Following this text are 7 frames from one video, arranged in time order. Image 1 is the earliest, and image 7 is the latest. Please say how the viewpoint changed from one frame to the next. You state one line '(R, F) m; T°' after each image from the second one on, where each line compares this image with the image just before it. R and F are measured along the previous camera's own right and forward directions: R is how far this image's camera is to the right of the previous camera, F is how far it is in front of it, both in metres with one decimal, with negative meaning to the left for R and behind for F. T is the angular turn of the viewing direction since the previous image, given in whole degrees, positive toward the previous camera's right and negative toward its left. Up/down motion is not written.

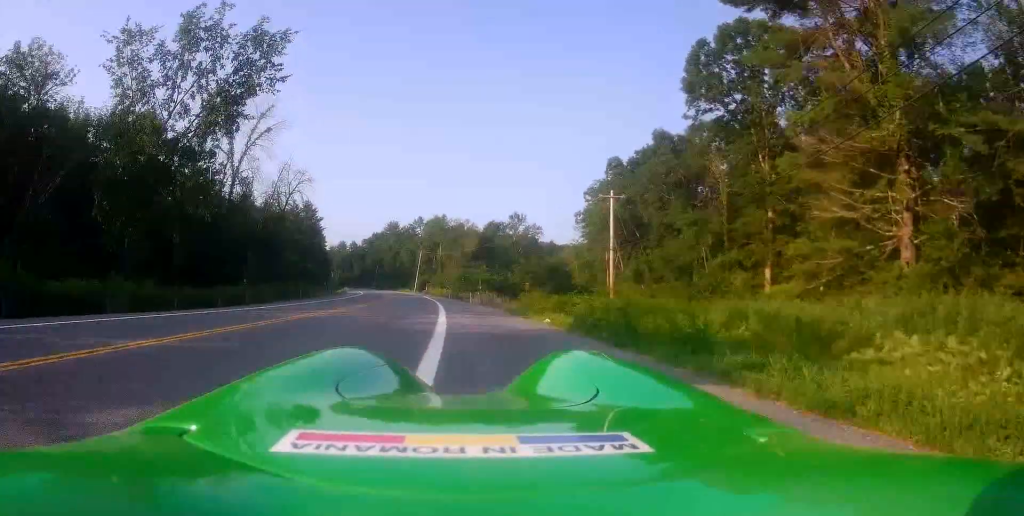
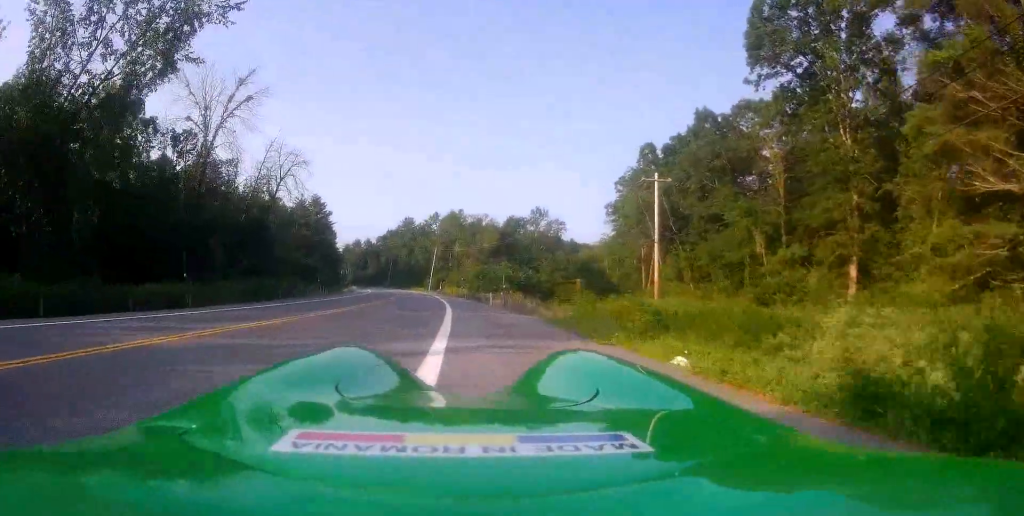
(-0.1, +8.3) m; -2°
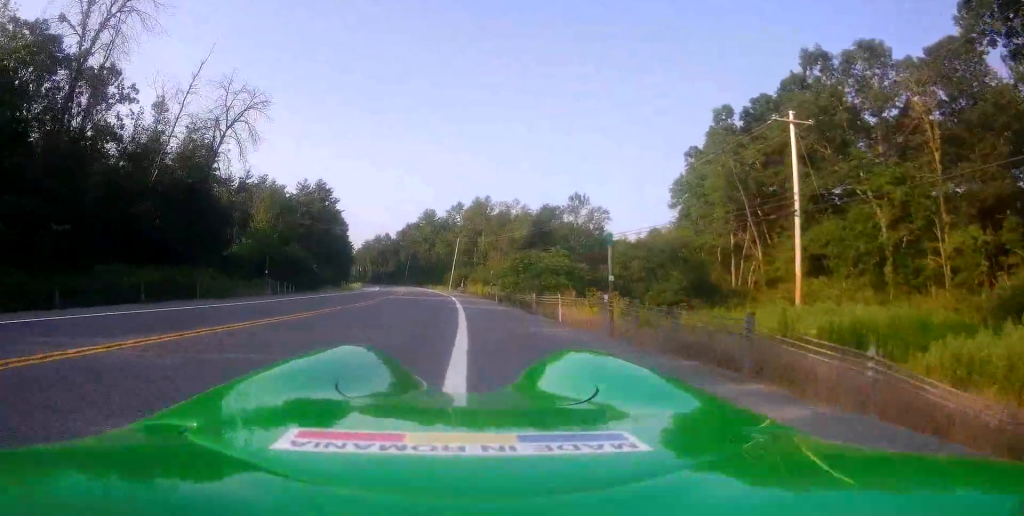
(-0.6, +18.0) m; -3°
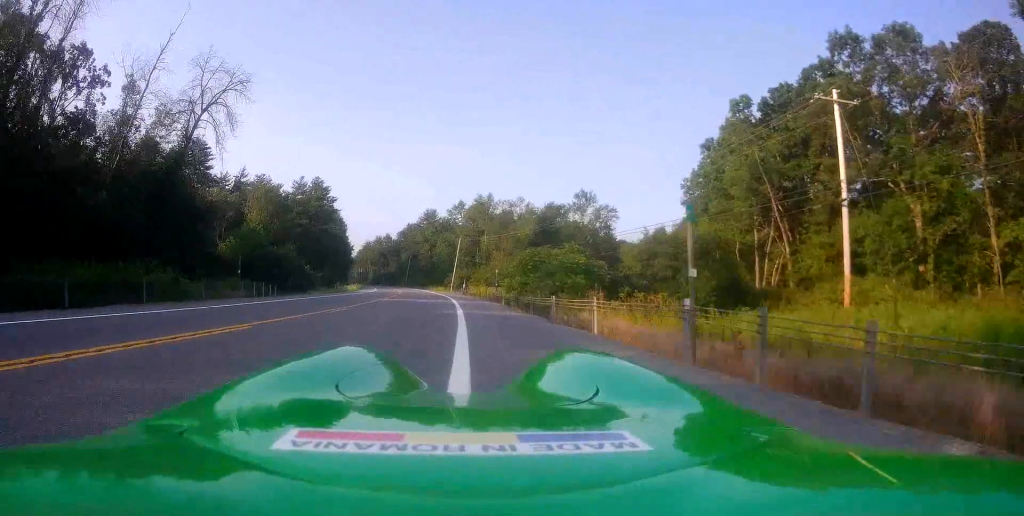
(0.0, +4.1) m; 0°
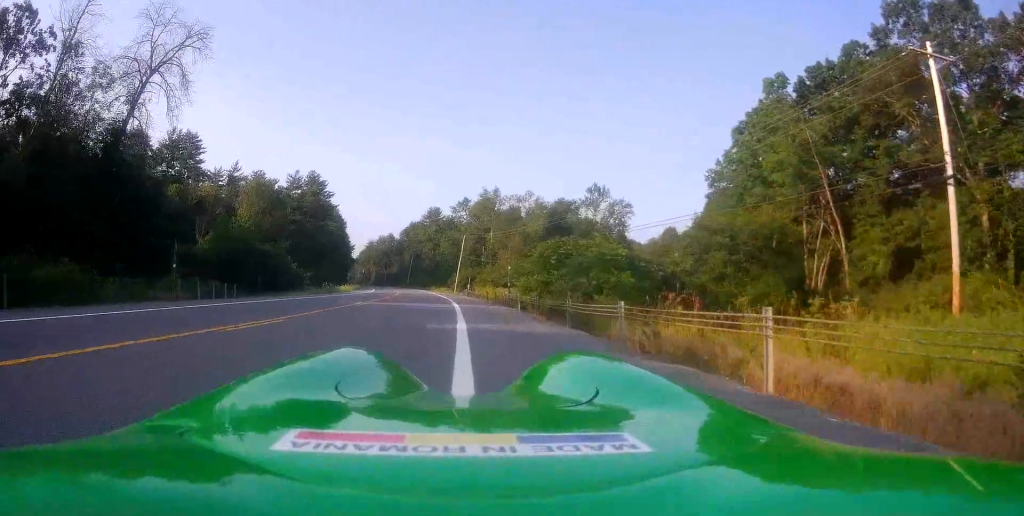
(-0.2, +7.0) m; +2°
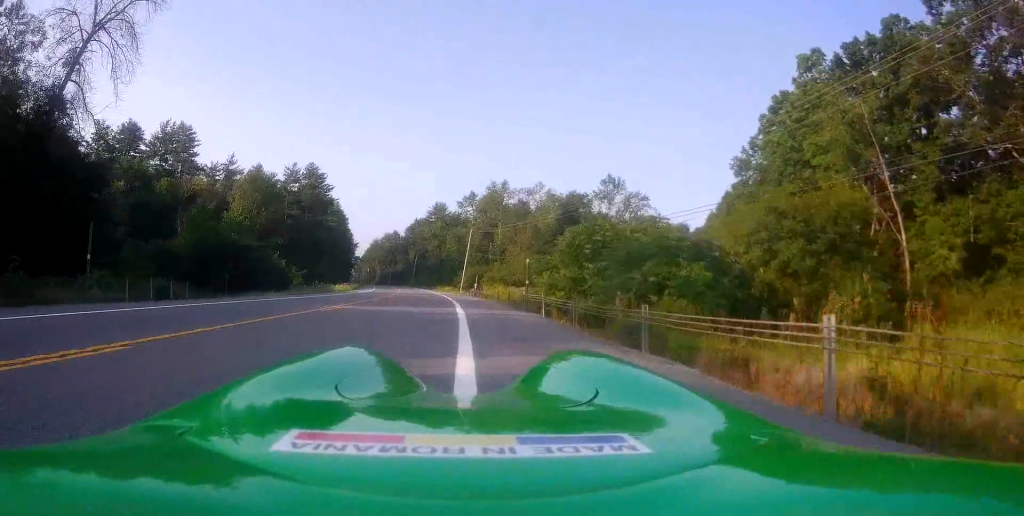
(+0.3, +5.6) m; -2°
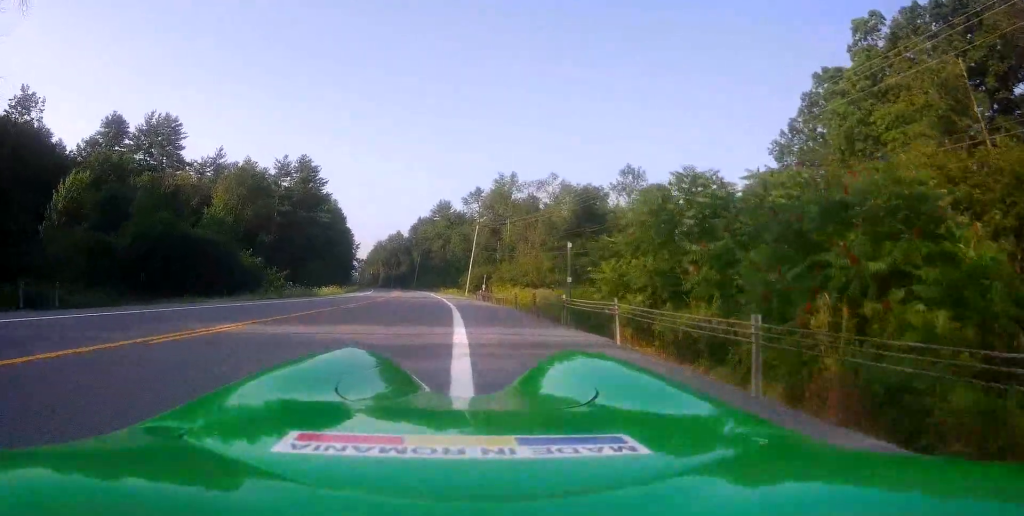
(-0.2, +8.2) m; -3°
